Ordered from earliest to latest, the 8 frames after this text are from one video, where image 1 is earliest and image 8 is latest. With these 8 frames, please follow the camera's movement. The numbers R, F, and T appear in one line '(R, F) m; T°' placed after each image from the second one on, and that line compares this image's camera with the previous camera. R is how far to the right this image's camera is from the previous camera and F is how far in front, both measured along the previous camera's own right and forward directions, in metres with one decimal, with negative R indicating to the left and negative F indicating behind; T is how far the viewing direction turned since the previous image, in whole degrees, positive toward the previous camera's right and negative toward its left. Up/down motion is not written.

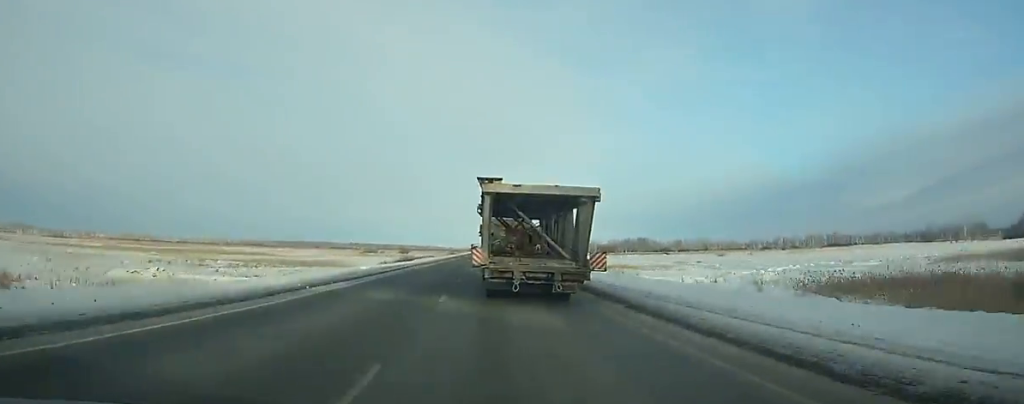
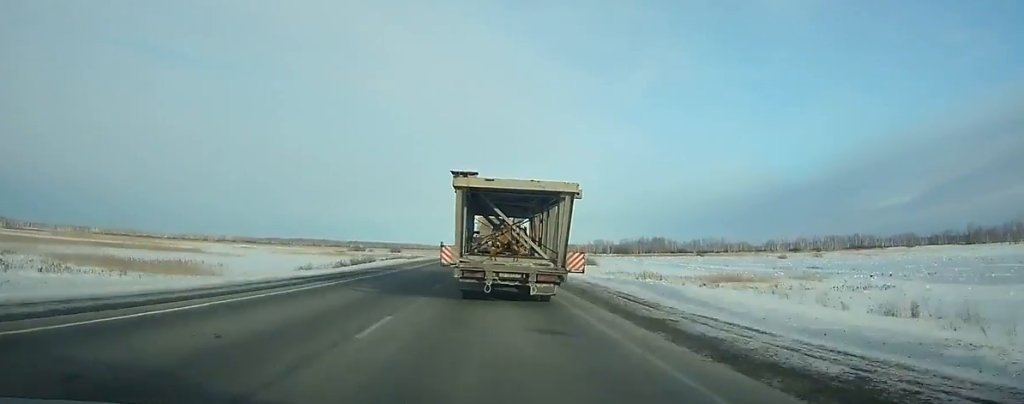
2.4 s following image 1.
(+0.4, +54.5) m; 0°
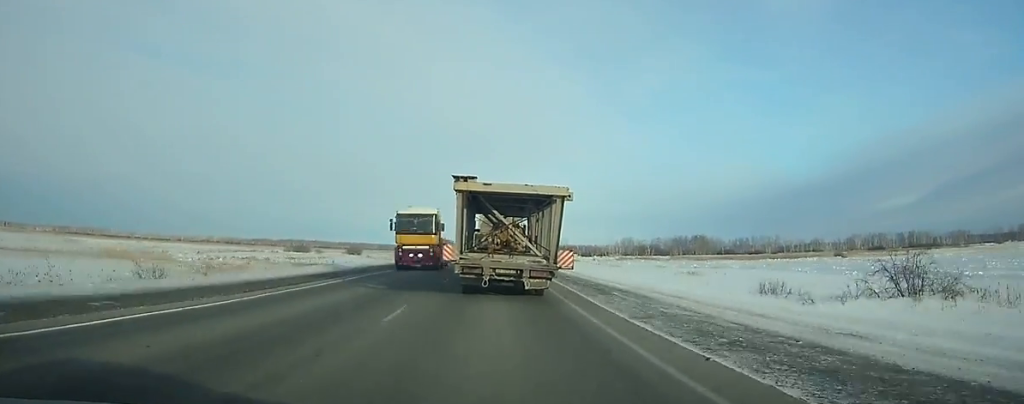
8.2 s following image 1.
(-0.6, +131.8) m; -1°
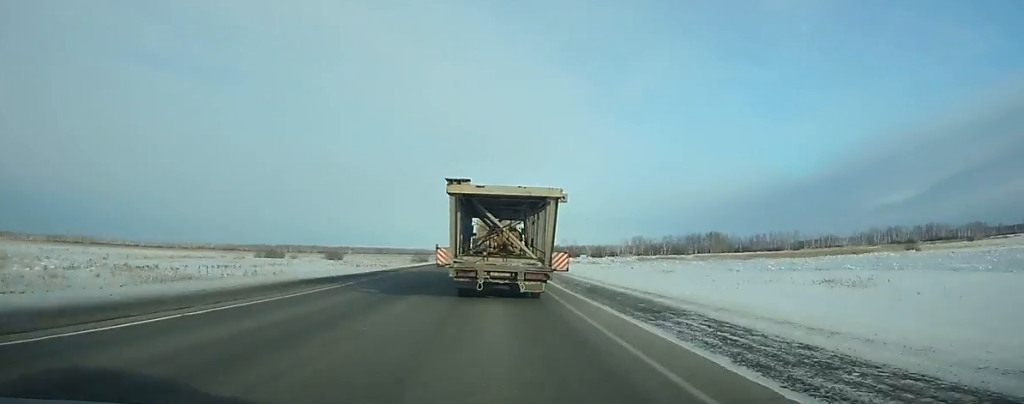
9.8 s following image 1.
(0.0, +36.3) m; 0°
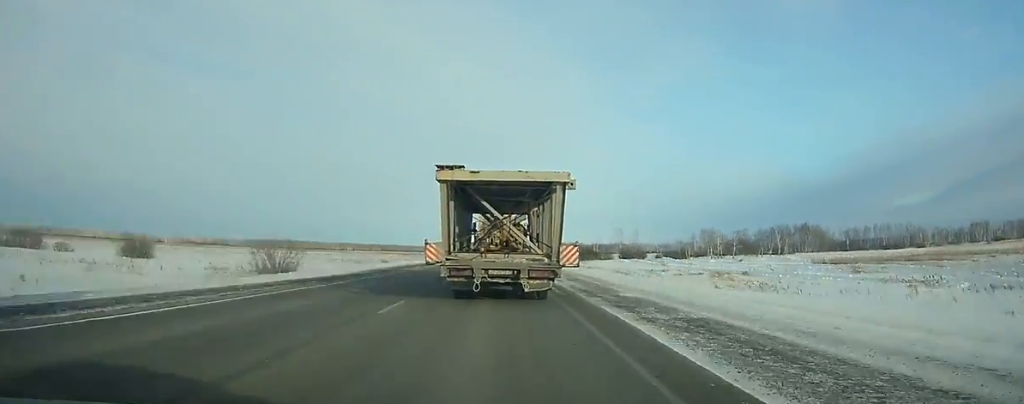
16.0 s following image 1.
(-0.6, +141.1) m; 0°
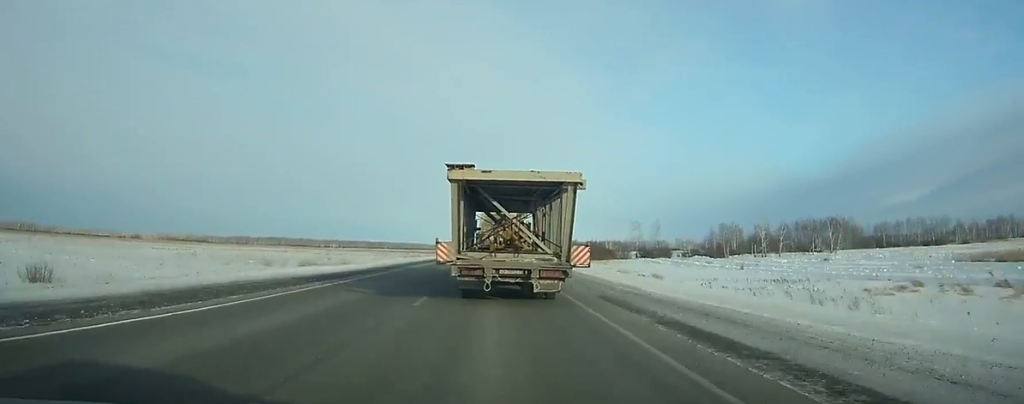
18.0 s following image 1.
(0.0, +45.2) m; 0°
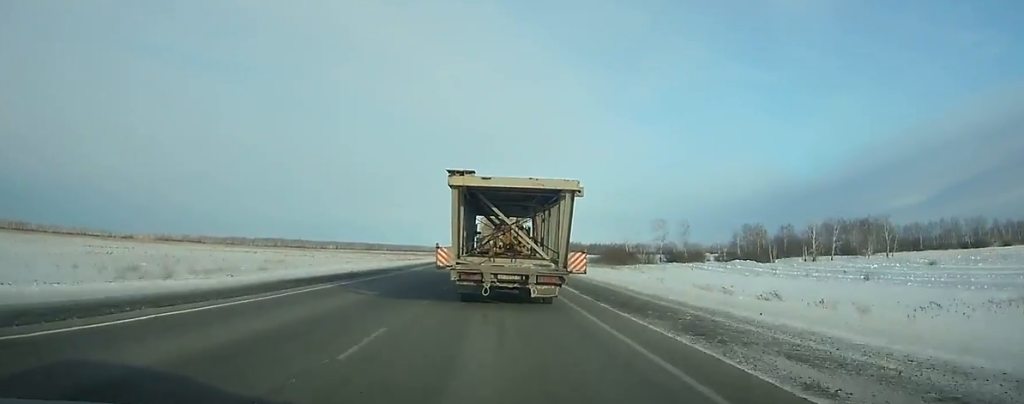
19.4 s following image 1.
(-0.1, +31.7) m; 0°
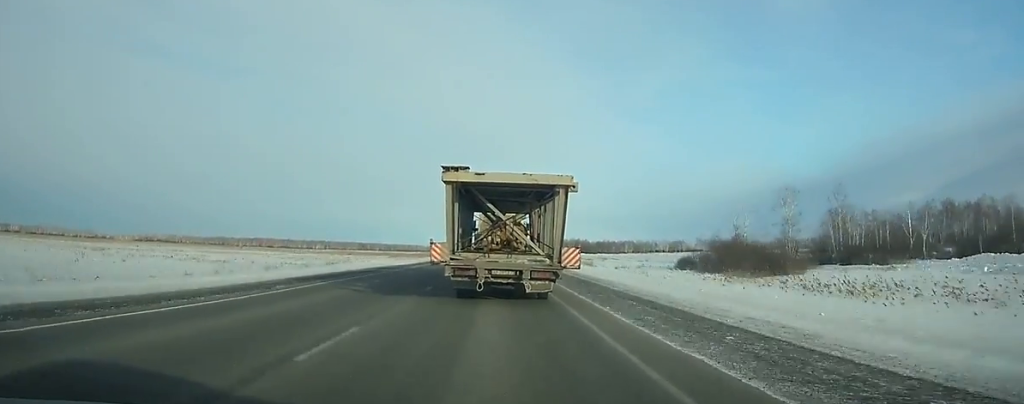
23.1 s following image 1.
(+0.3, +83.1) m; 0°
